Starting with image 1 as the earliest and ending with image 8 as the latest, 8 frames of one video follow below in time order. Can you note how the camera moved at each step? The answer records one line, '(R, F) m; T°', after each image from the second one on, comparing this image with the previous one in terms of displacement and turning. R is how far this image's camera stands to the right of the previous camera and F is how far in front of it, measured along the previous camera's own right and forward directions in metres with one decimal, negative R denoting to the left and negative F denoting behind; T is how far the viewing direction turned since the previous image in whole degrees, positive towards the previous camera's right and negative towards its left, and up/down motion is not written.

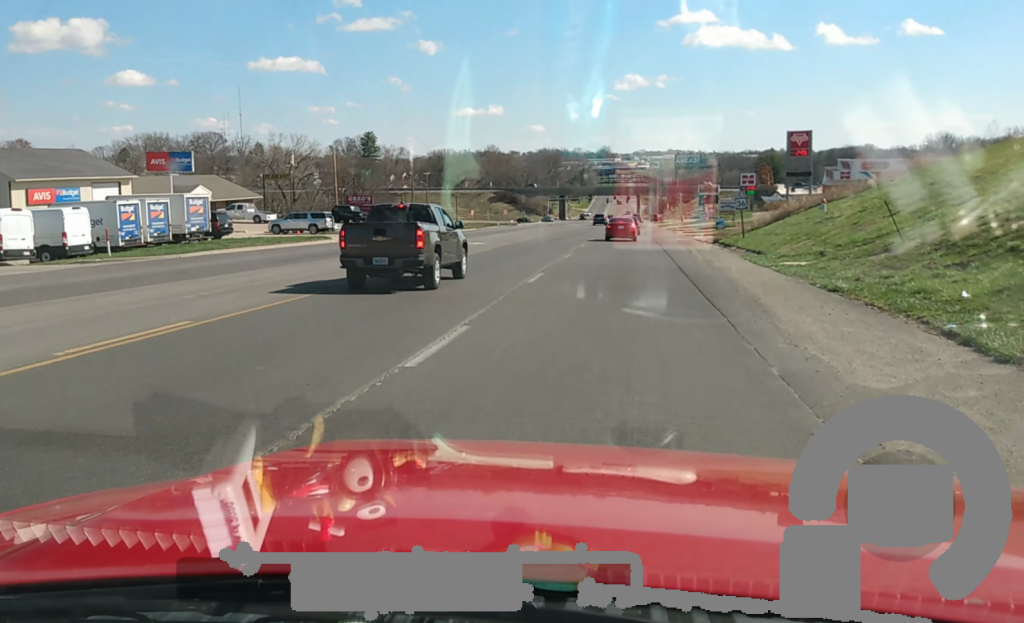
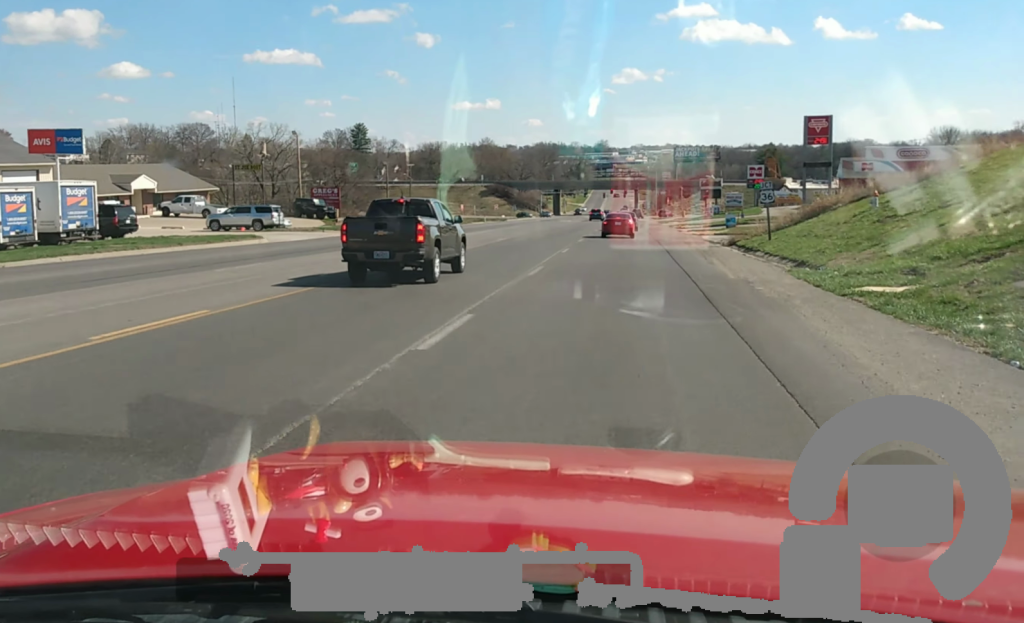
(+0.2, +11.1) m; 0°
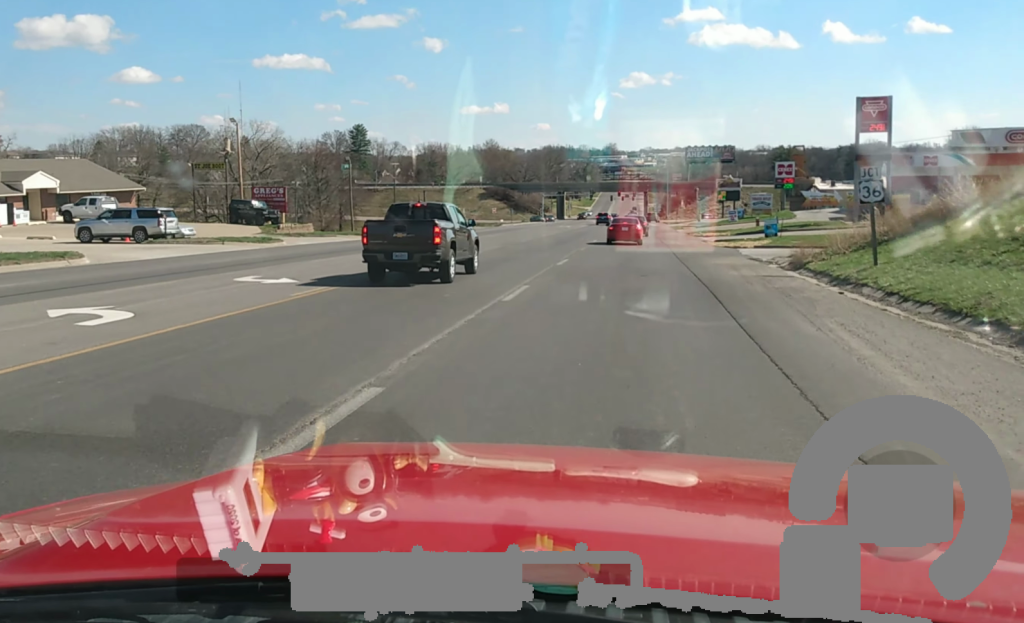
(-0.1, +17.2) m; -1°
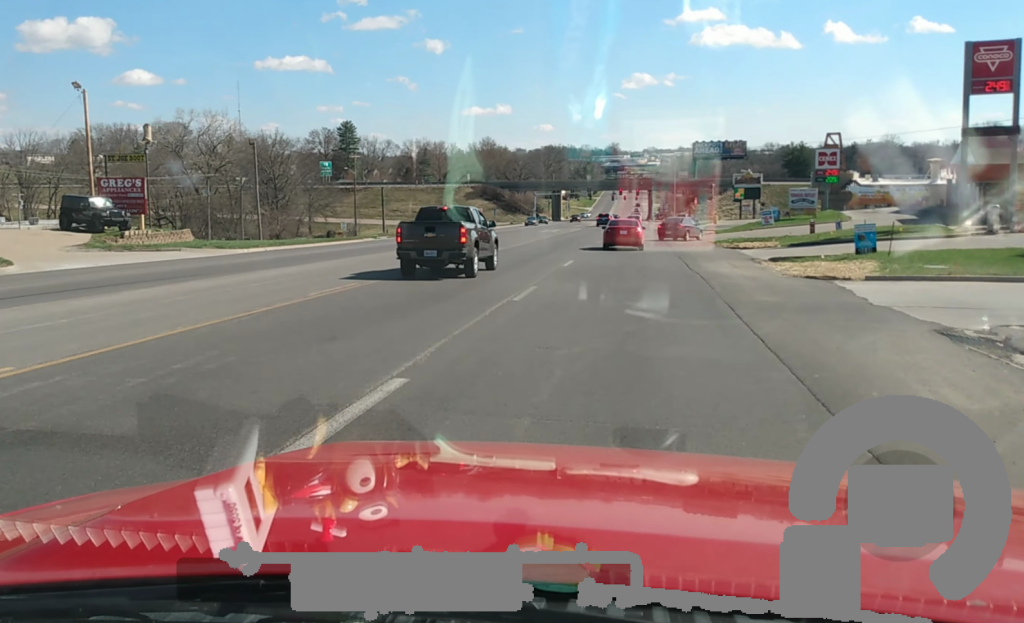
(-0.1, +23.8) m; -1°
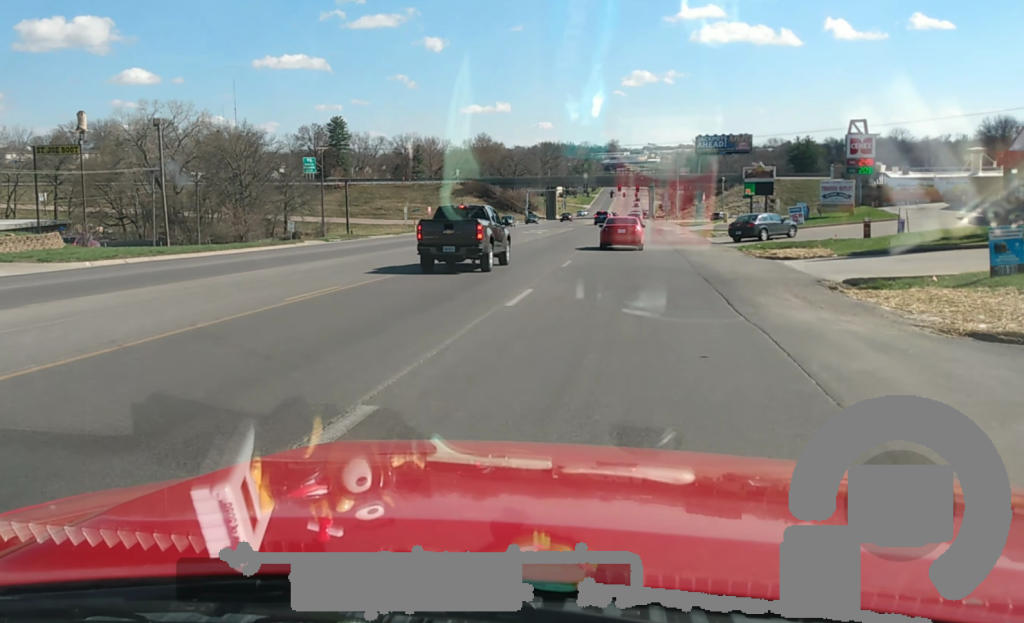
(-0.2, +13.5) m; 0°
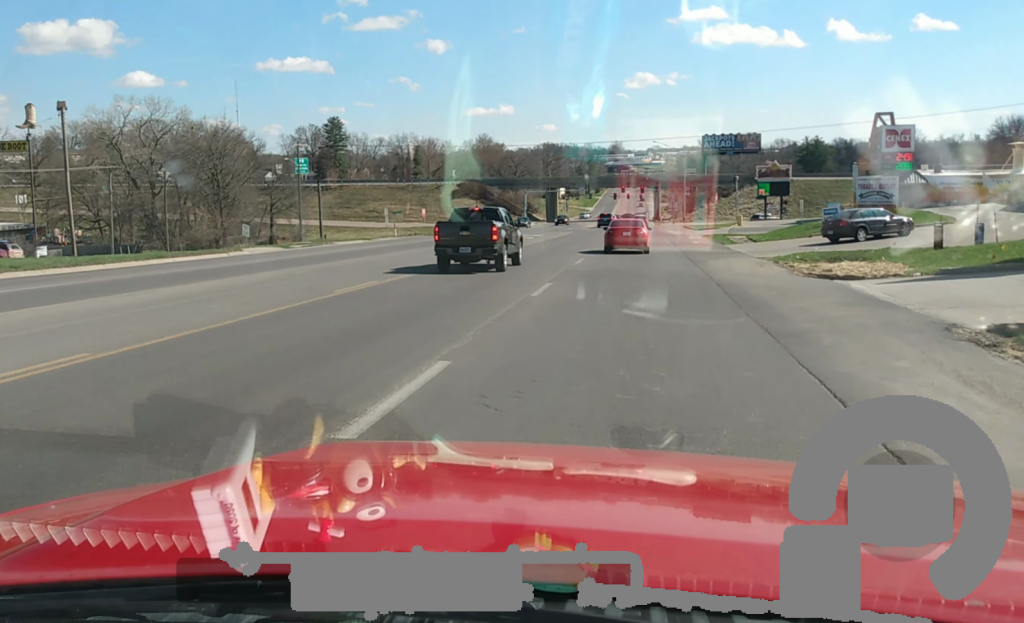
(0.0, +9.3) m; +1°
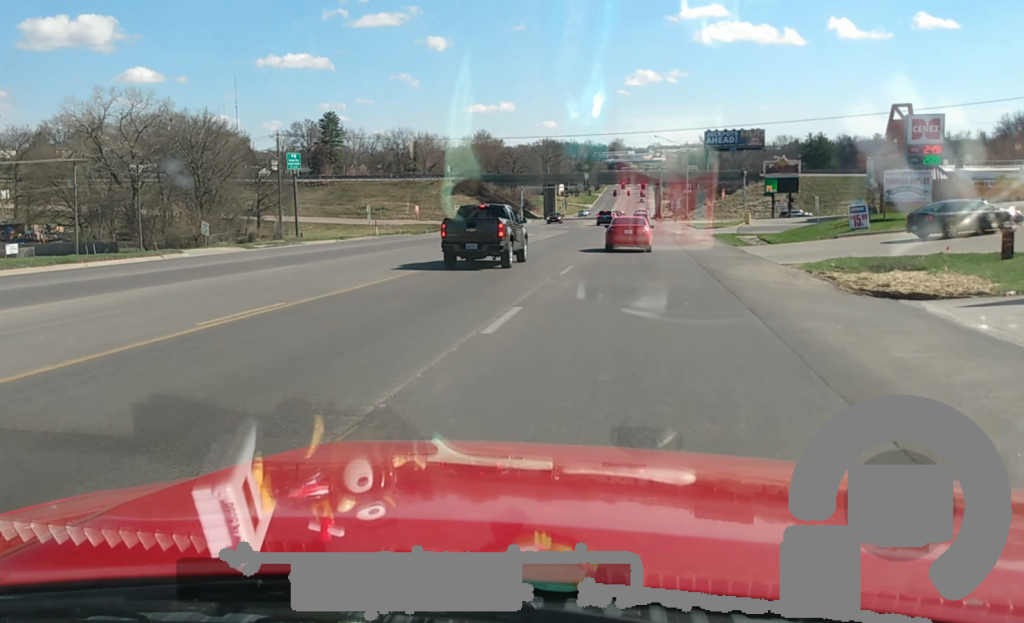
(+0.2, +6.2) m; +1°
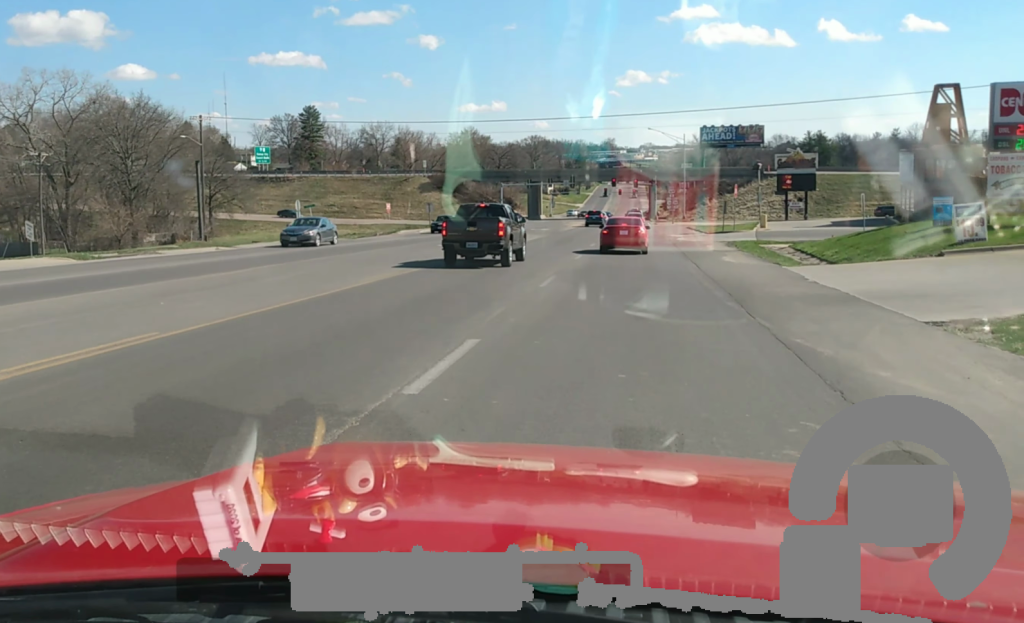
(+0.1, +15.8) m; 0°
